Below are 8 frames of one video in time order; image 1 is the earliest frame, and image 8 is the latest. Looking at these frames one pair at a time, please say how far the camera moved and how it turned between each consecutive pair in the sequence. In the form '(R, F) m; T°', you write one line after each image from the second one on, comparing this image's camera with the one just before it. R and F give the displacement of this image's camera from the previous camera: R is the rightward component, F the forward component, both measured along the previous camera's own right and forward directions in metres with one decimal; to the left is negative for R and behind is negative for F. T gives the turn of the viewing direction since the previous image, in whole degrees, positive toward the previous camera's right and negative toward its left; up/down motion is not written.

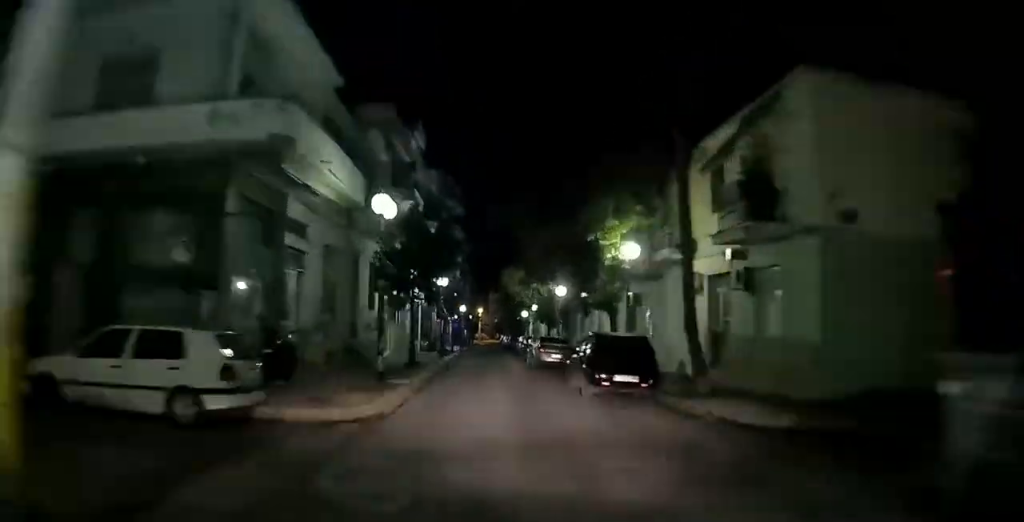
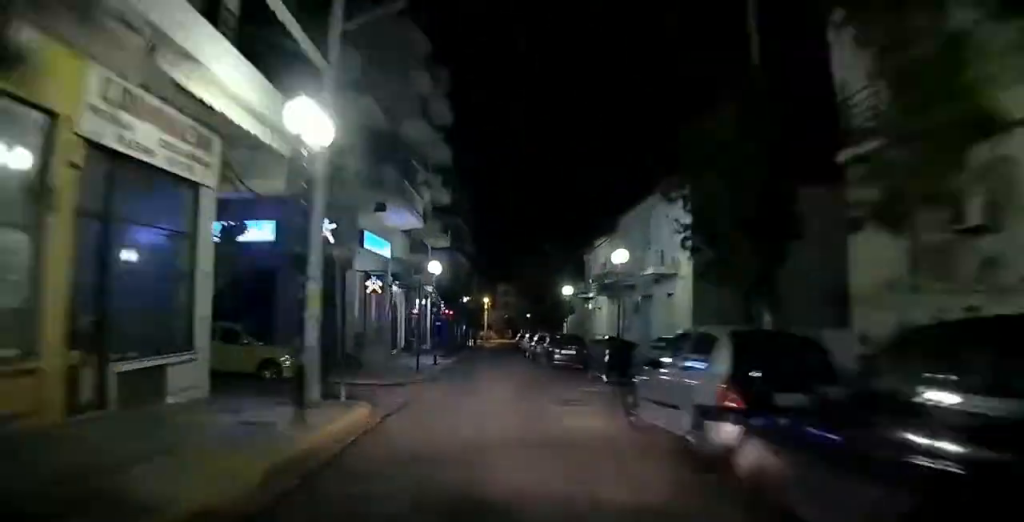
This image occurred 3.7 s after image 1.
(-0.1, +28.1) m; -1°
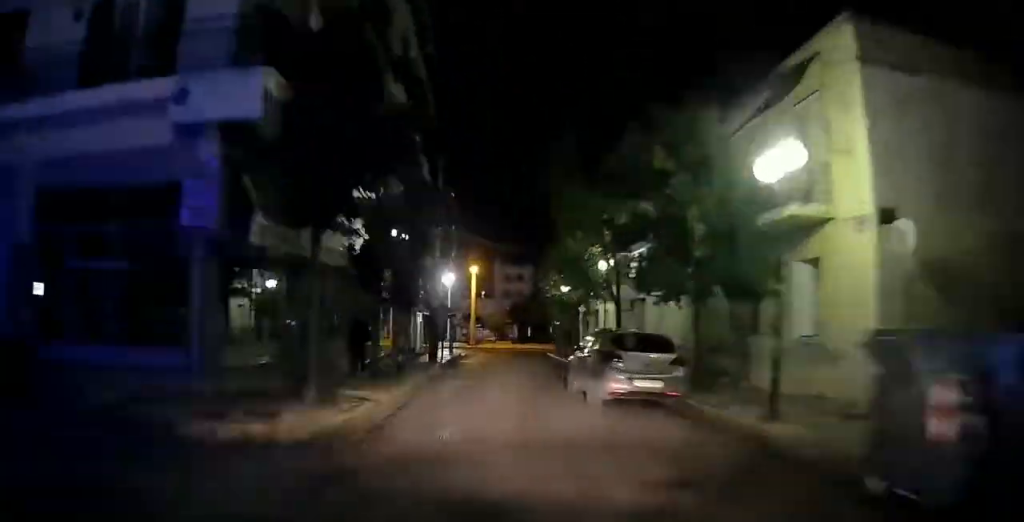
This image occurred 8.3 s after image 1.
(-0.3, +34.4) m; -3°
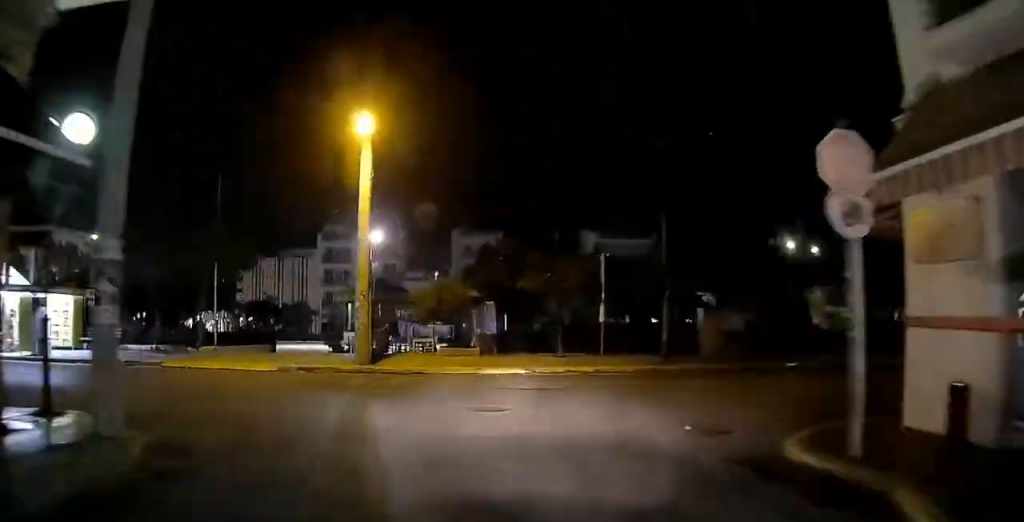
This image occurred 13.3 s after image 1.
(-1.6, +32.5) m; -34°
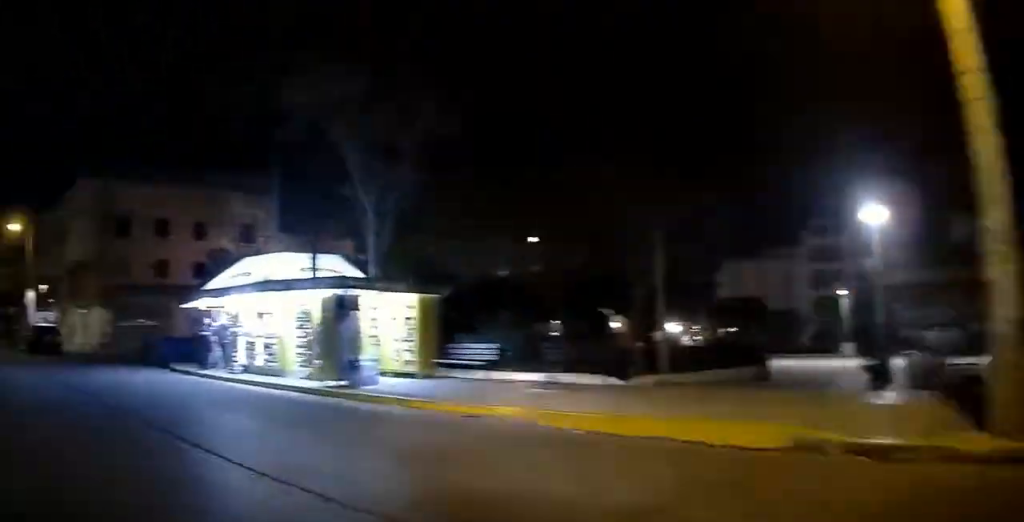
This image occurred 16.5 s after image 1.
(-8.1, +13.9) m; -10°
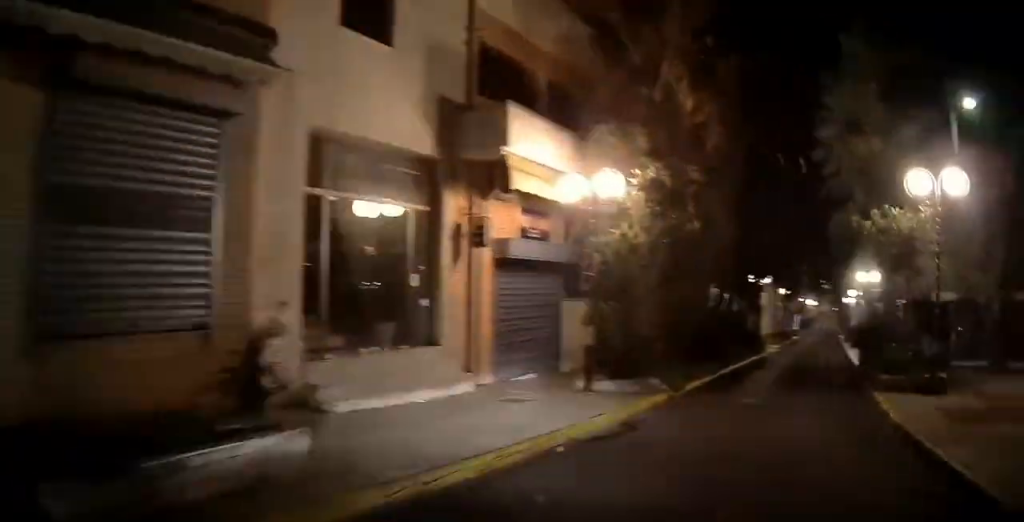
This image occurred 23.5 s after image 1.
(+3.3, +34.8) m; +34°
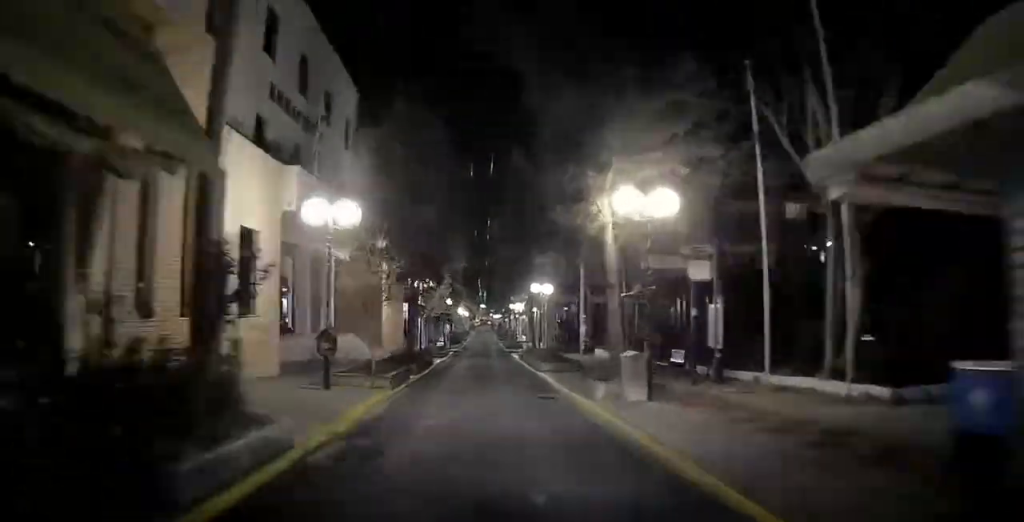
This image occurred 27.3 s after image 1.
(+5.1, +23.5) m; +10°
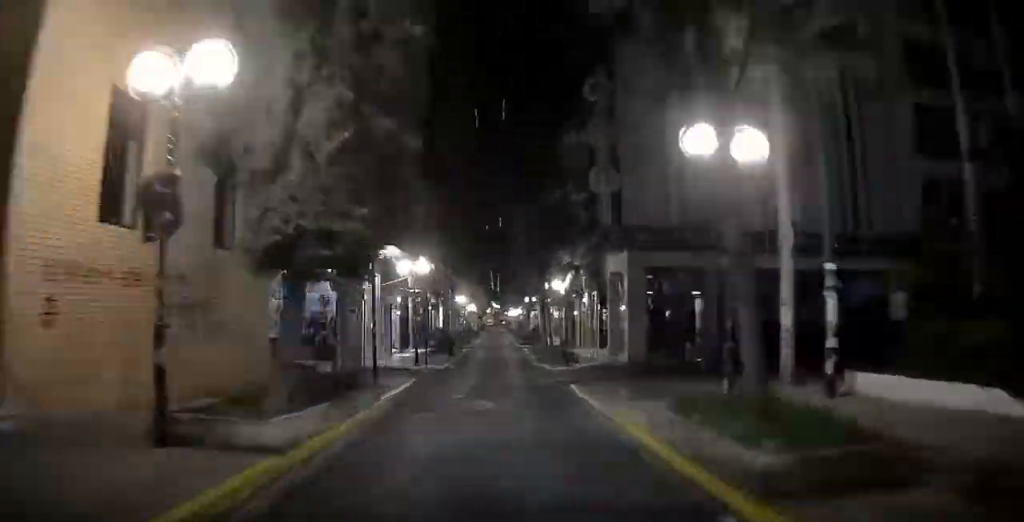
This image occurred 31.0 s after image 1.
(+1.3, +24.6) m; +3°
